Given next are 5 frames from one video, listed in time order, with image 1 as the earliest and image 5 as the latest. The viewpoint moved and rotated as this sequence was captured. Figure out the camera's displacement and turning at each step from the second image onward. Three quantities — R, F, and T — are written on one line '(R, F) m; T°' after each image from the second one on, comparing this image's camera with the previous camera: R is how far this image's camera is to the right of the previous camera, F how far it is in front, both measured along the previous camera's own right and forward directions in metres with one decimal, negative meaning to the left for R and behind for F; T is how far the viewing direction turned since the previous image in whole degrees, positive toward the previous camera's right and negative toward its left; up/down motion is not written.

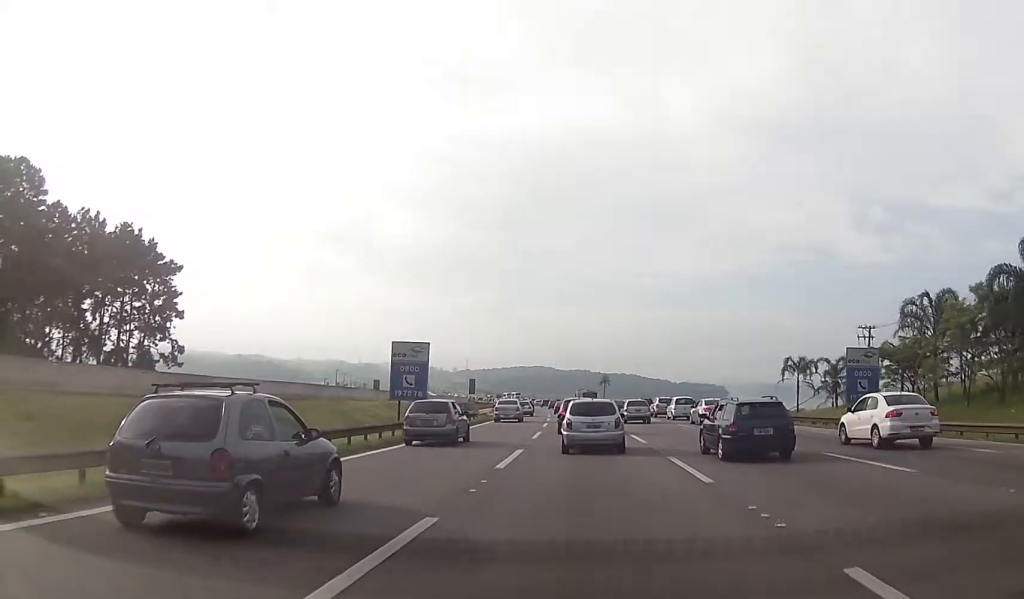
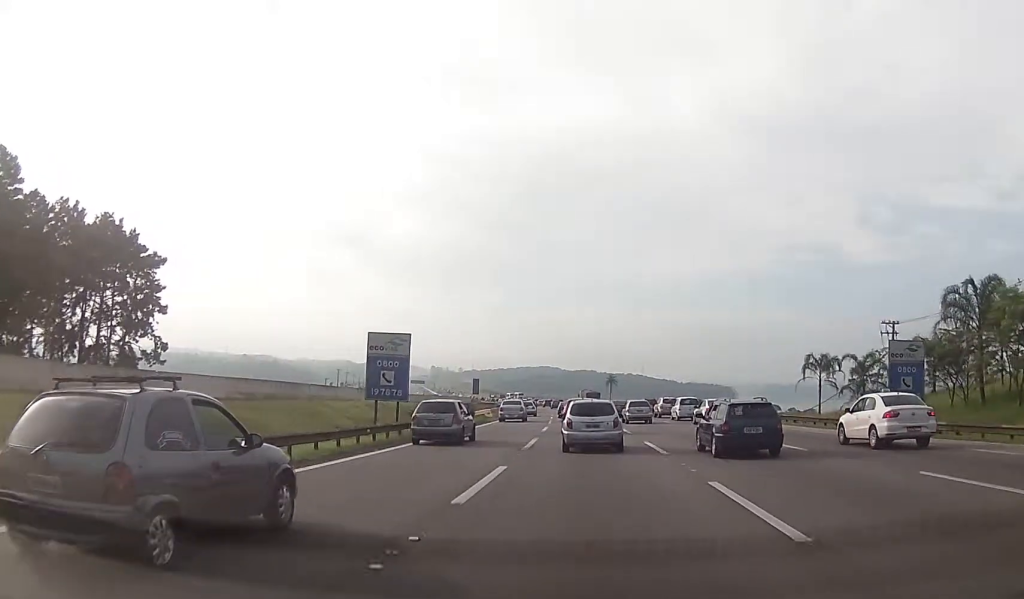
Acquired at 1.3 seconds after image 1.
(-0.2, +5.1) m; -3°
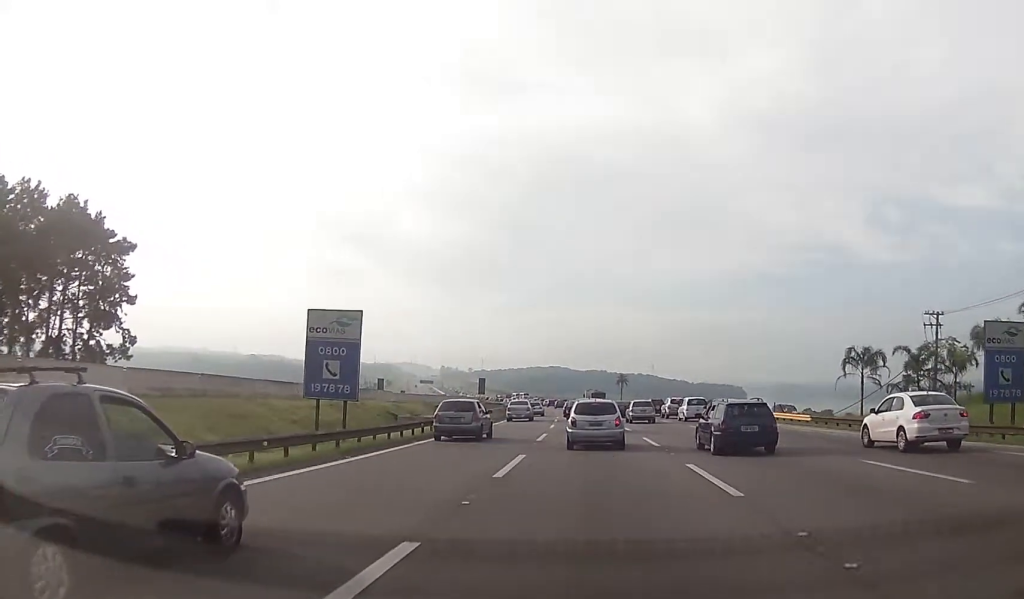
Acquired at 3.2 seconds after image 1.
(0.0, +8.3) m; +1°
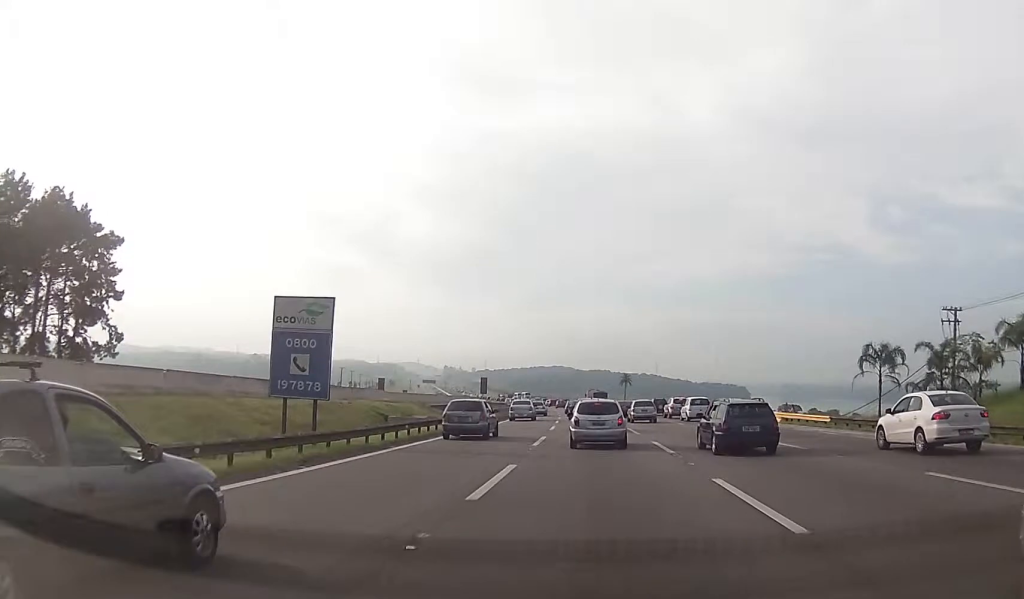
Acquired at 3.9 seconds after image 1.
(0.0, +3.2) m; +1°
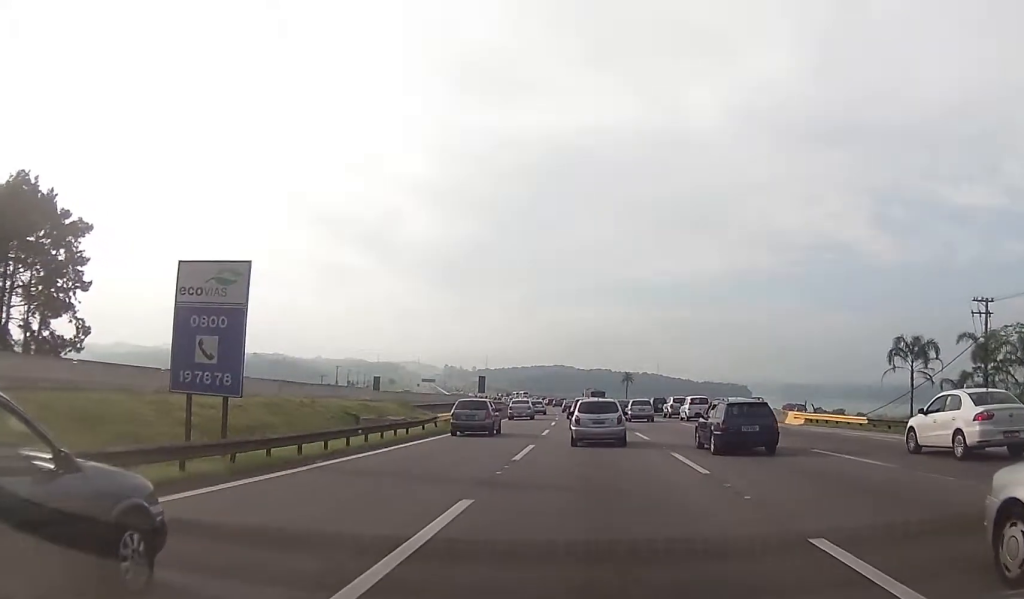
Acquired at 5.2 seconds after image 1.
(+0.1, +5.9) m; +1°
